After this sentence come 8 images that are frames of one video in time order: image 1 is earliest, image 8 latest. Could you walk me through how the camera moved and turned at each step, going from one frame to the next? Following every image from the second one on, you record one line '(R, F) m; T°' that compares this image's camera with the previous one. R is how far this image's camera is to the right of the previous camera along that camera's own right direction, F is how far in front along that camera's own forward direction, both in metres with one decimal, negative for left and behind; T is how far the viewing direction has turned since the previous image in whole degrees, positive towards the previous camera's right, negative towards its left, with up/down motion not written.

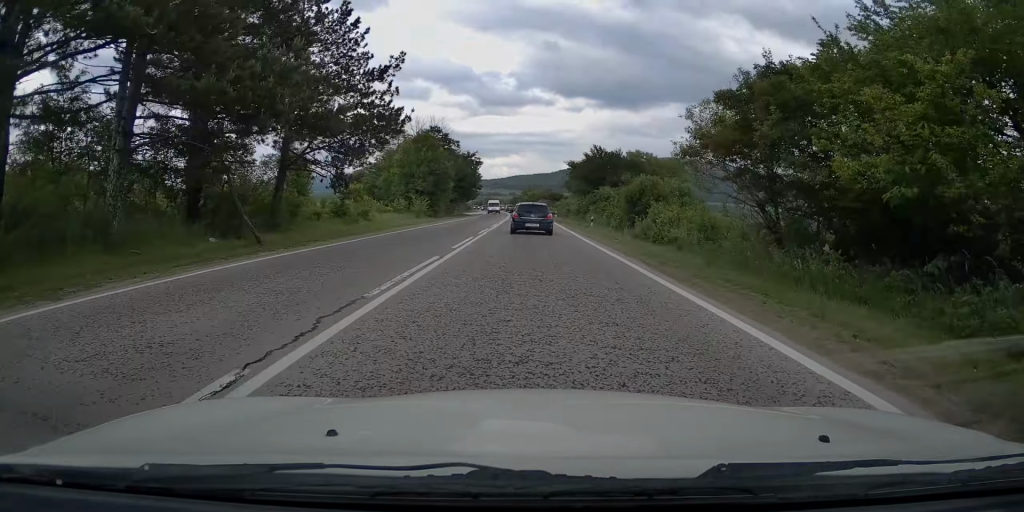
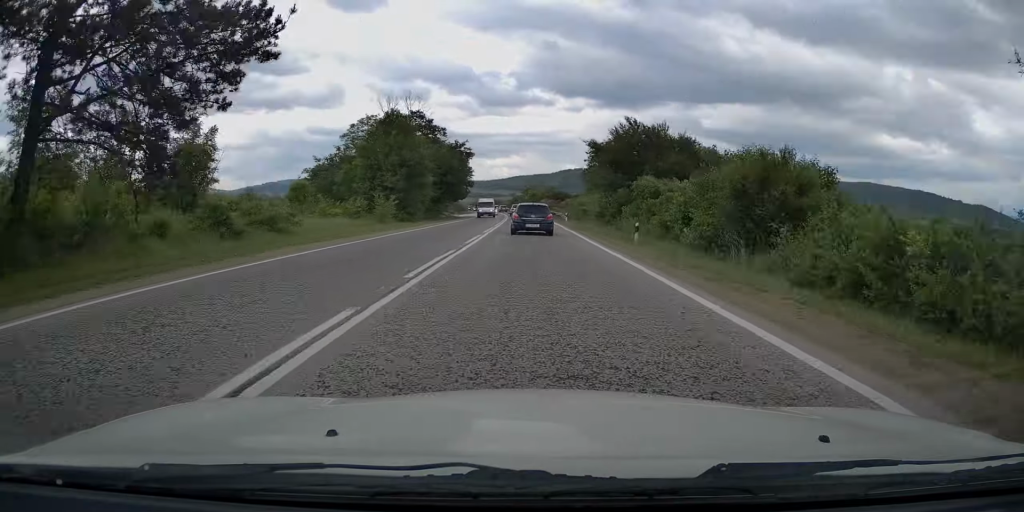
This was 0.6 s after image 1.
(0.0, +15.8) m; -1°
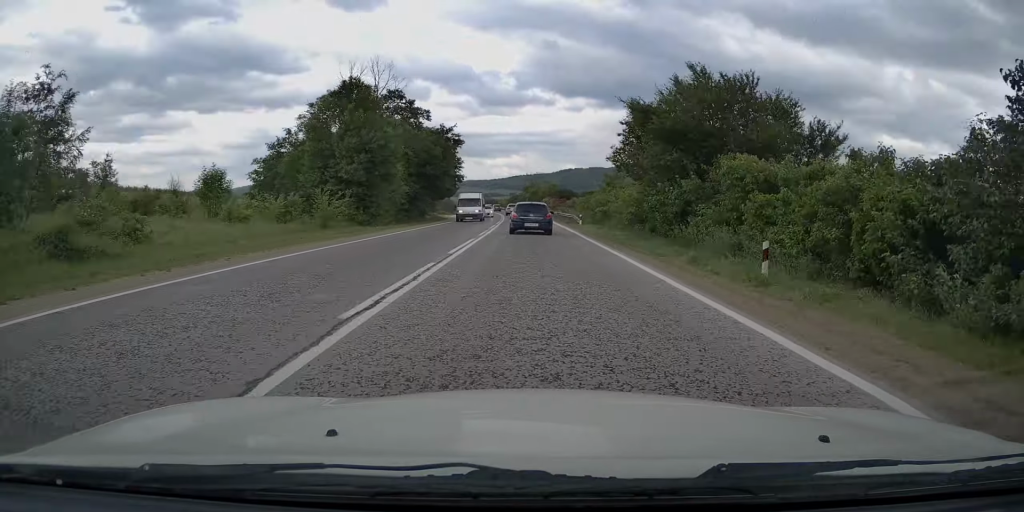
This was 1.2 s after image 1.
(-0.1, +13.3) m; 0°
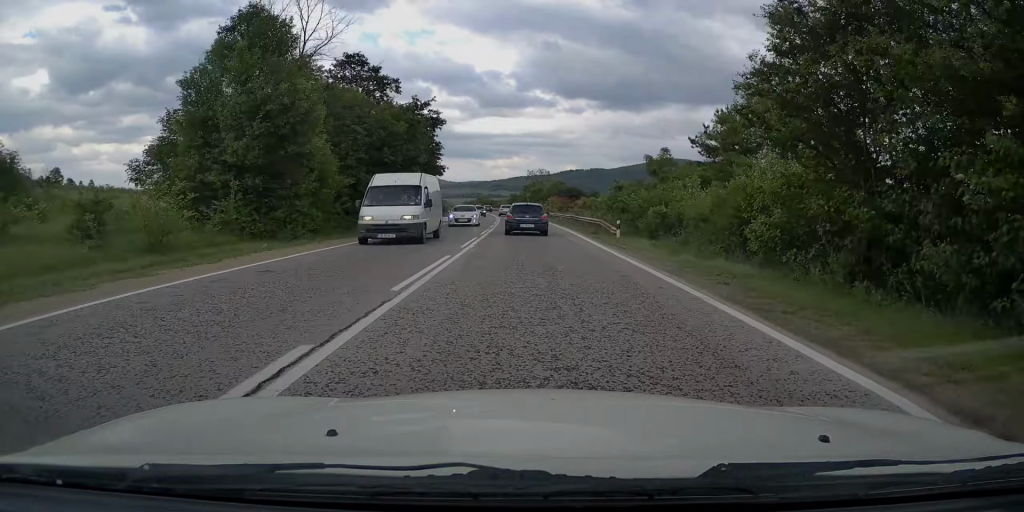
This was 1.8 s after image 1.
(-0.2, +15.7) m; 0°
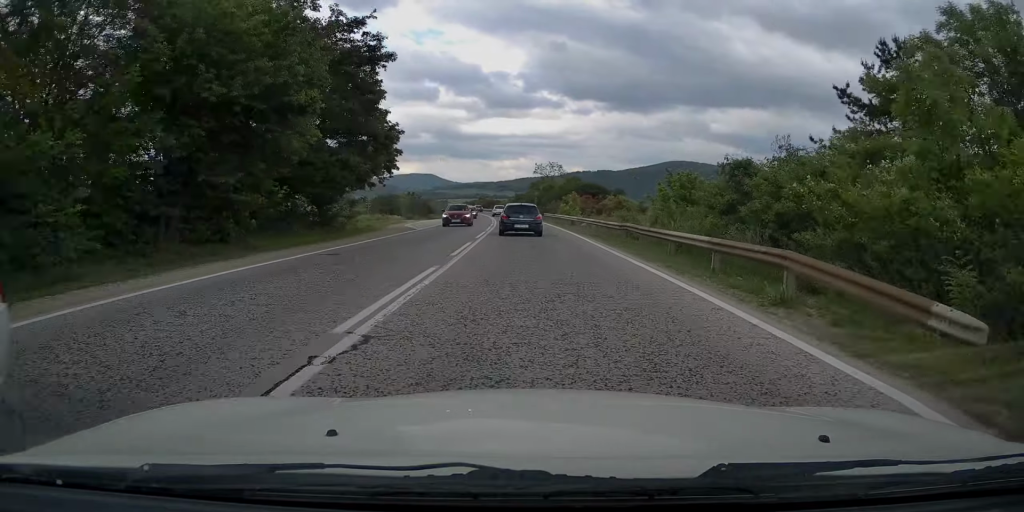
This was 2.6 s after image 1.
(0.0, +20.7) m; 0°
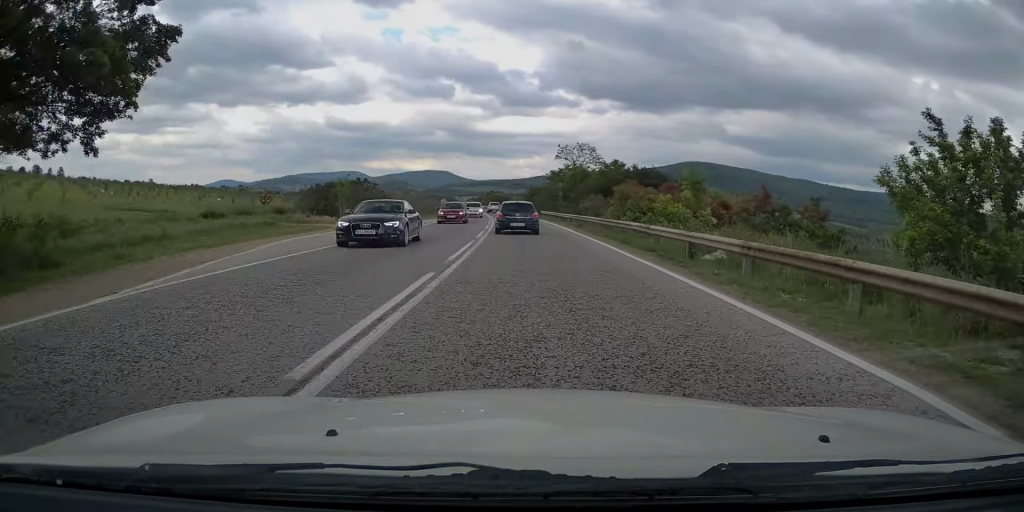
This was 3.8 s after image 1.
(-0.1, +28.2) m; -1°
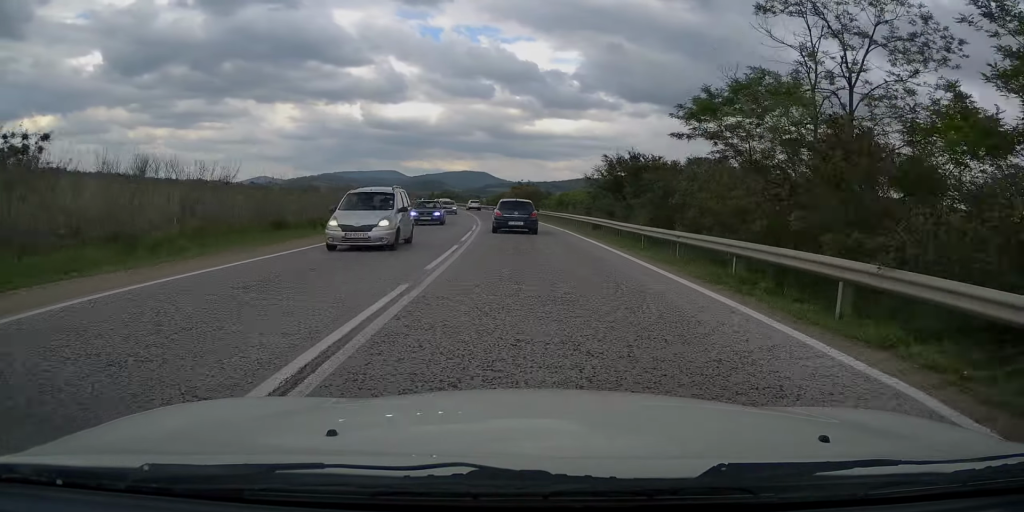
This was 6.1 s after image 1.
(-1.5, +56.7) m; -4°
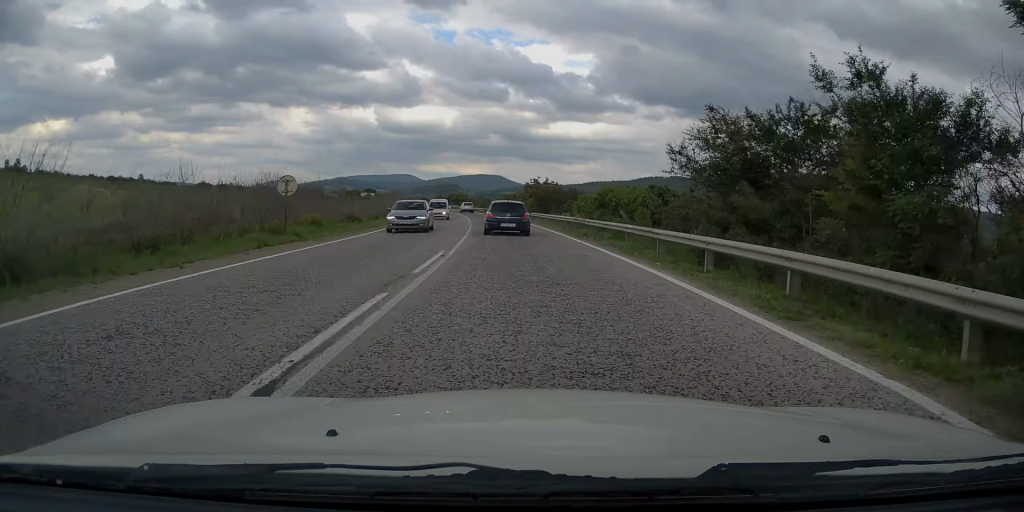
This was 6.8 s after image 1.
(-0.1, +17.8) m; -2°
